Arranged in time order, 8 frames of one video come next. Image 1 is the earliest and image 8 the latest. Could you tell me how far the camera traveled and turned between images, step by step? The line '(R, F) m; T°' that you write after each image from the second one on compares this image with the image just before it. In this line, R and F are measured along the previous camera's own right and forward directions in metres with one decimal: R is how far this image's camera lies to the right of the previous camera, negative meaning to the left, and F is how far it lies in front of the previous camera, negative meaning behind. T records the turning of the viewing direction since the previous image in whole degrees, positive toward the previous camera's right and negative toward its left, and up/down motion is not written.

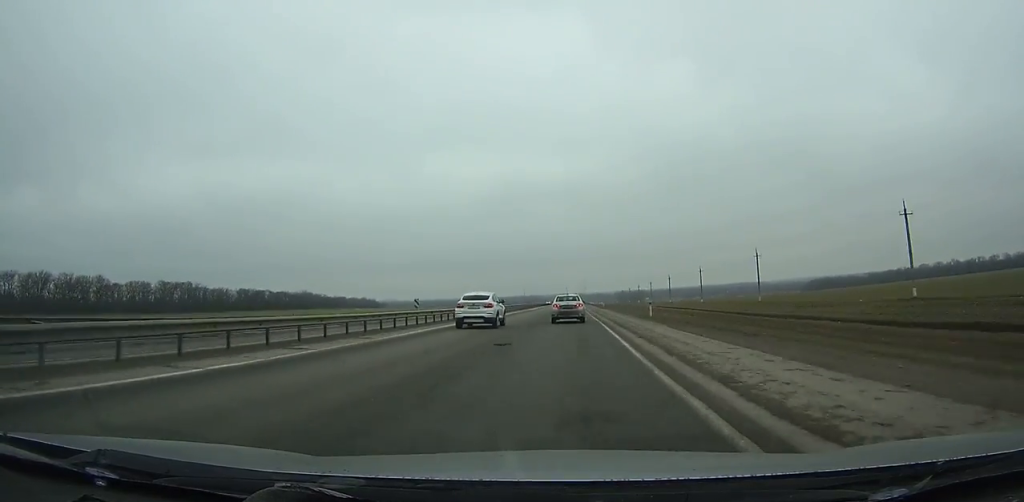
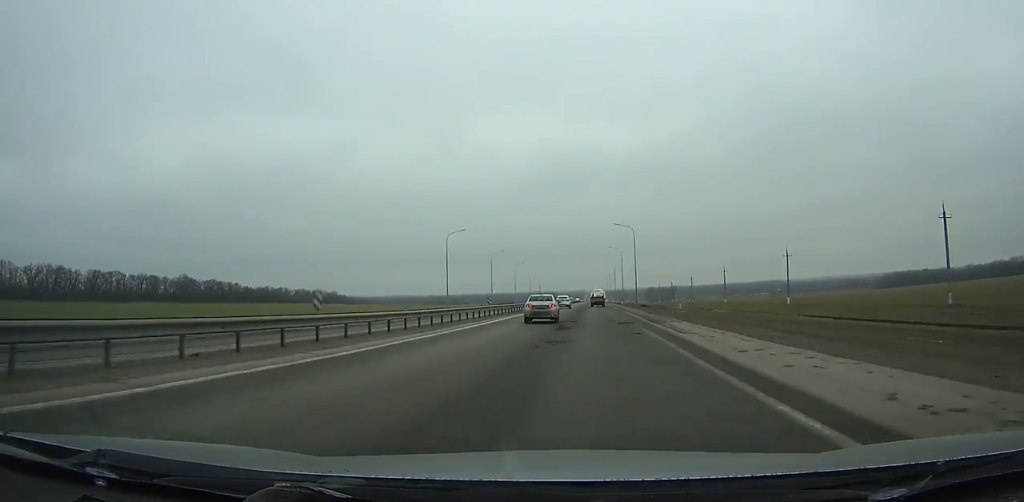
(-2.3, +184.8) m; -1°
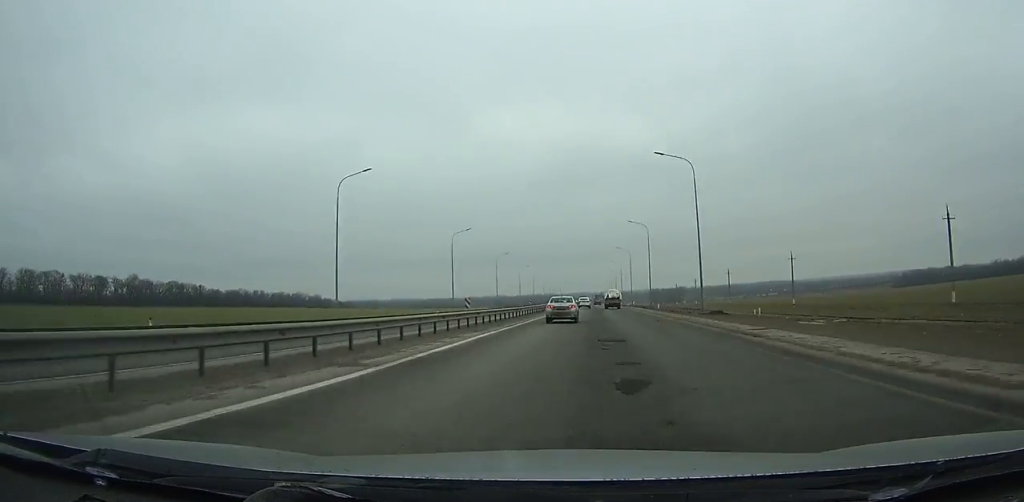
(0.0, +44.6) m; 0°
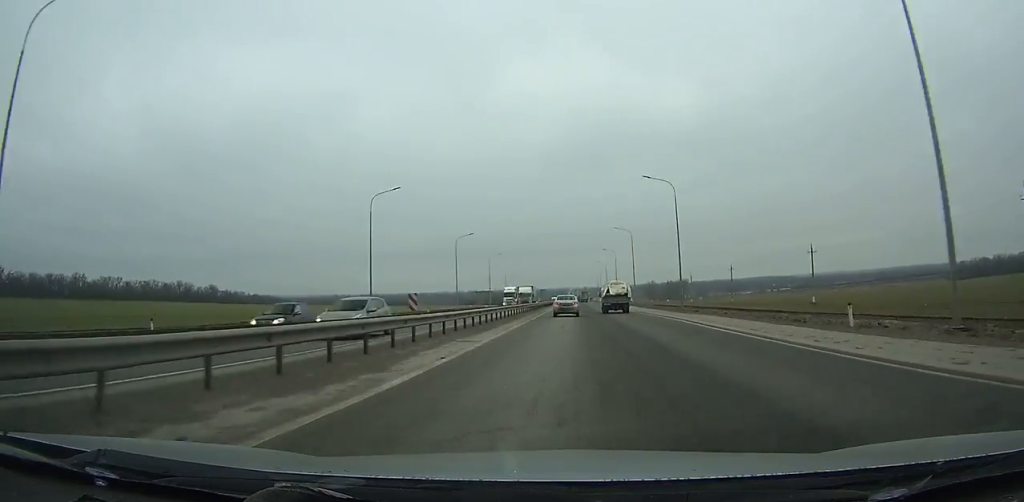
(+0.8, +151.7) m; 0°
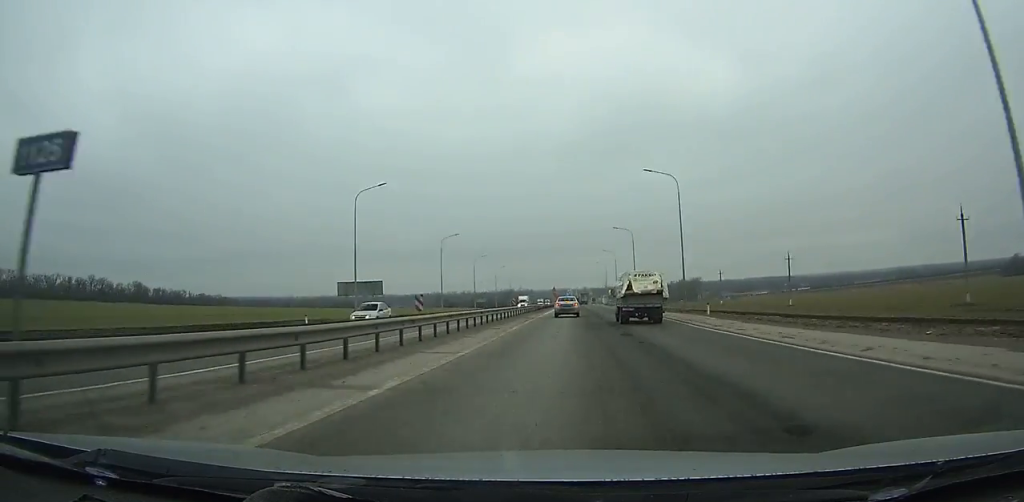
(+0.2, +81.7) m; 0°
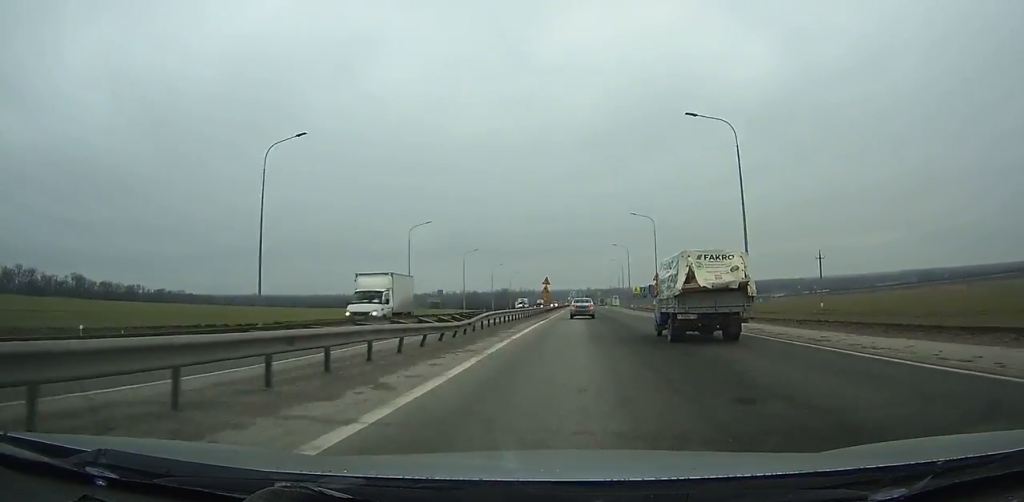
(0.0, +55.9) m; 0°
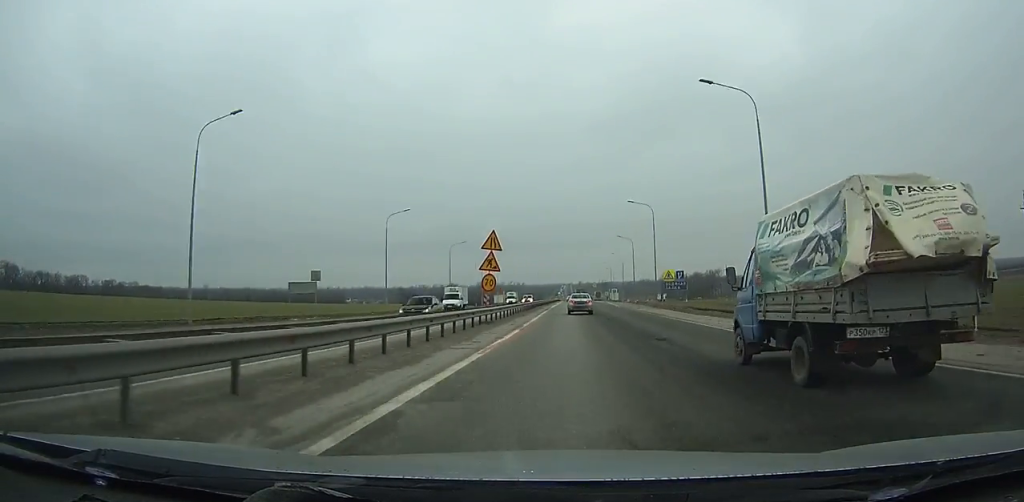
(+0.1, +44.0) m; 0°
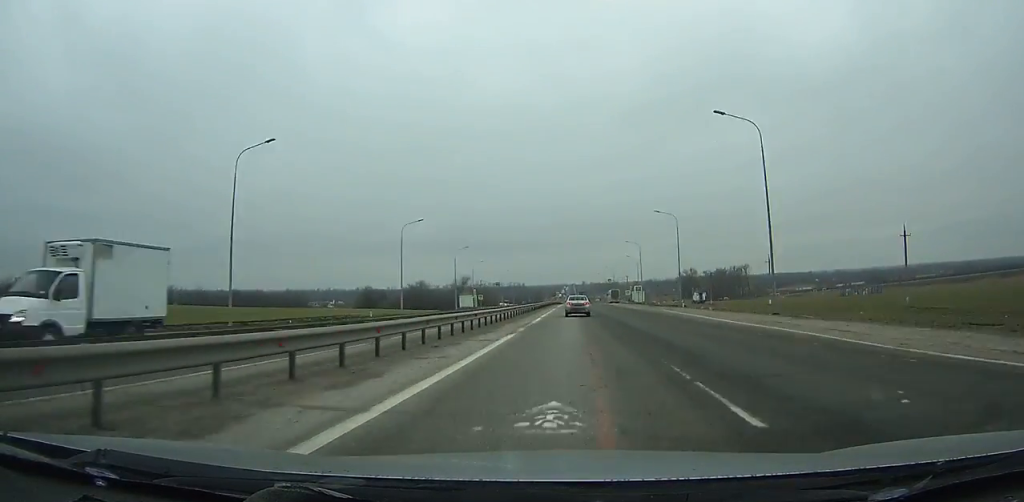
(+0.2, +73.2) m; 0°
